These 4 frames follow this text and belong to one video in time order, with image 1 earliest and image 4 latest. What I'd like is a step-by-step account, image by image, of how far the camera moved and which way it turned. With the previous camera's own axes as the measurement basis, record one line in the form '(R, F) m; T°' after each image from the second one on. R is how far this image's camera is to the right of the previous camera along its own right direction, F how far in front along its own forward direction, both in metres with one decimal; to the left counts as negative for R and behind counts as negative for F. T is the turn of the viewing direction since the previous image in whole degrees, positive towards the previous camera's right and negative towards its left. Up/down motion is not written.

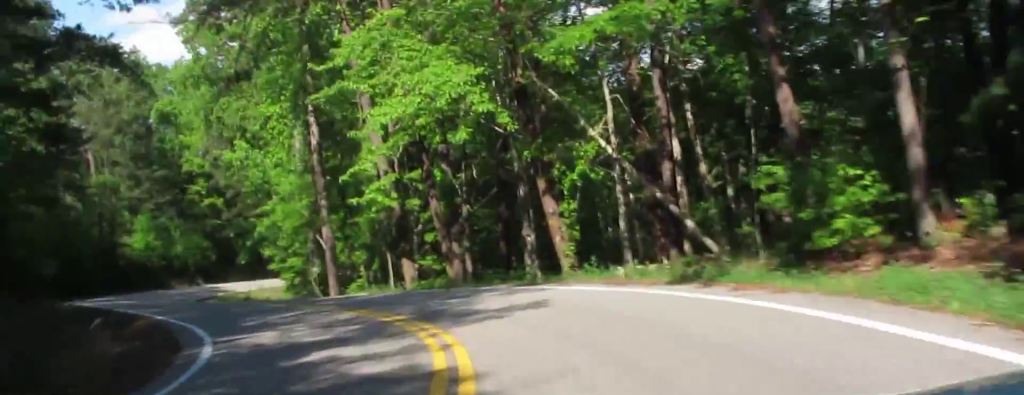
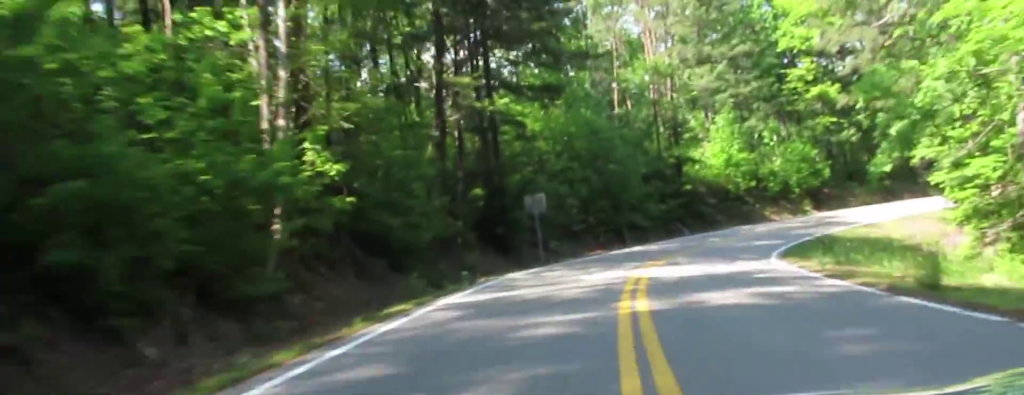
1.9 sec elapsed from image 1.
(-2.6, +31.4) m; -18°
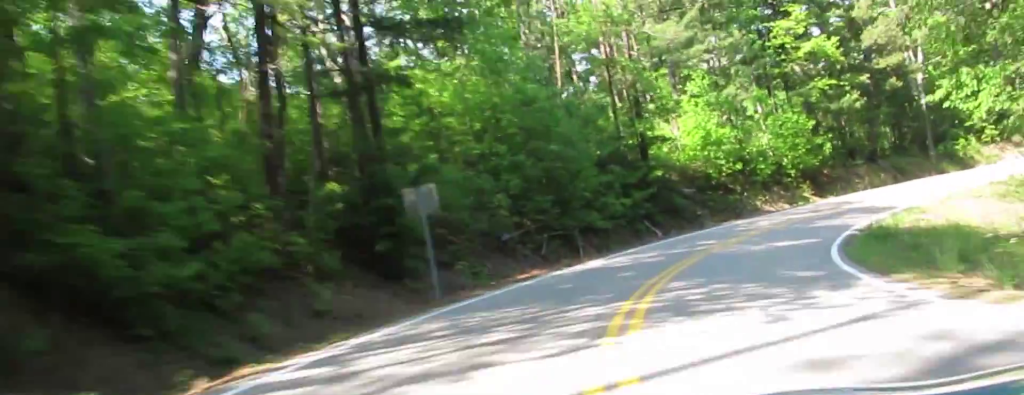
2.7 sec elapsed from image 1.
(-1.7, +11.1) m; -12°
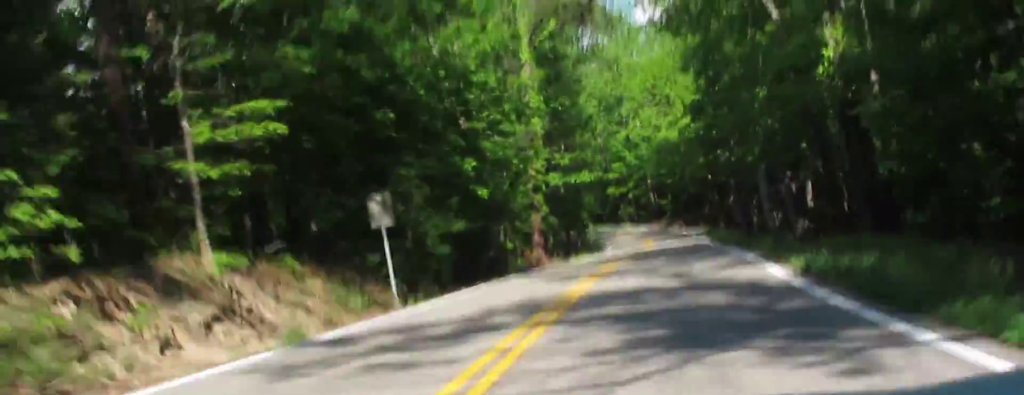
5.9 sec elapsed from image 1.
(-3.4, +50.1) m; +6°
